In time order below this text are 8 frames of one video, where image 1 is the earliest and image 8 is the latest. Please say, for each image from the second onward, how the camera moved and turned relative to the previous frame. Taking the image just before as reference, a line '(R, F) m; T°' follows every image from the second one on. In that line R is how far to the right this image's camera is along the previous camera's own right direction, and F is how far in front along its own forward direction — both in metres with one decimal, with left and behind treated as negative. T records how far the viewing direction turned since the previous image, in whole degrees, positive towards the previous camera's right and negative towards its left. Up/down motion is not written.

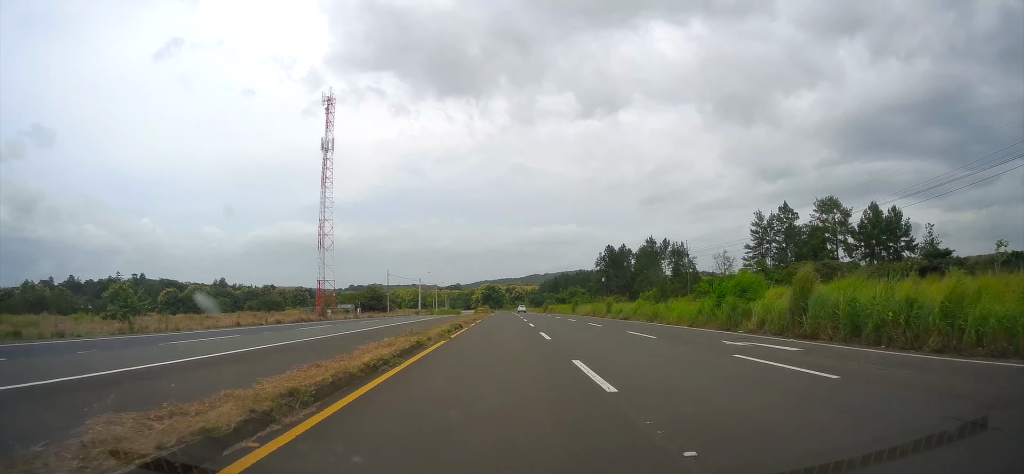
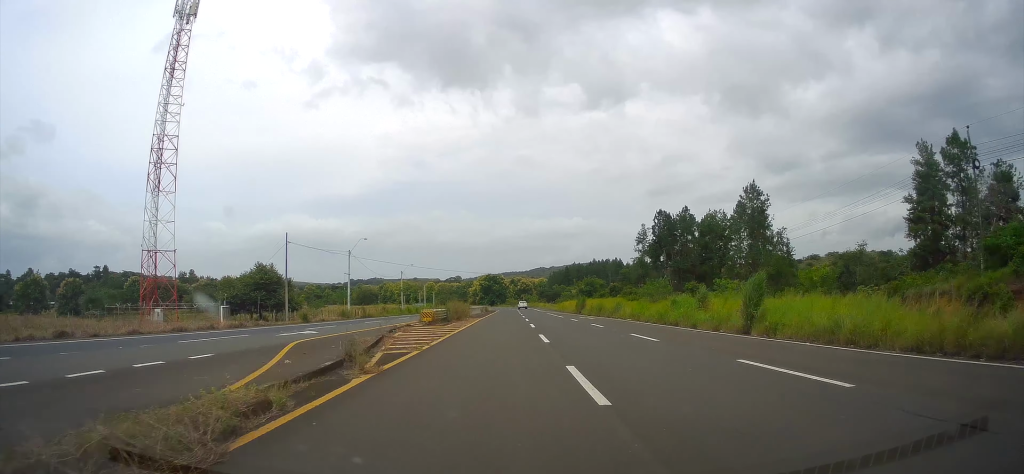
(+0.2, +60.7) m; 0°
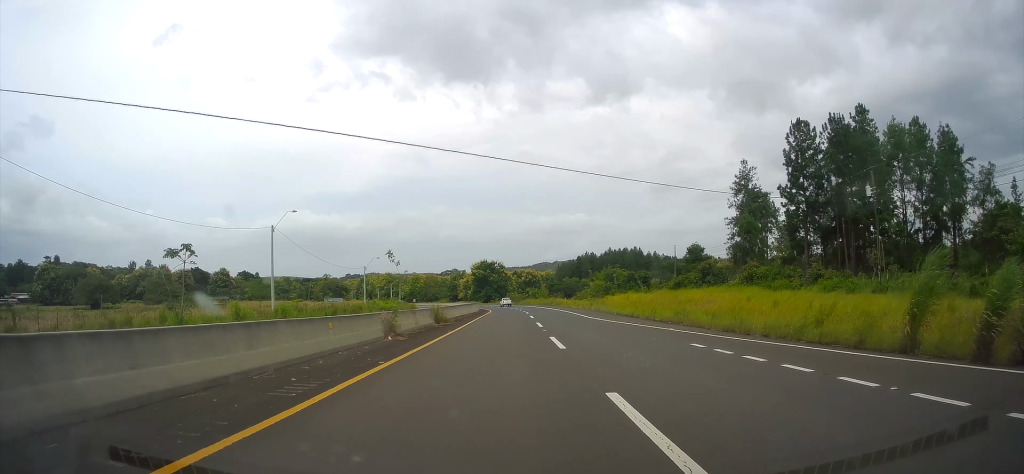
(+0.1, +64.2) m; 0°
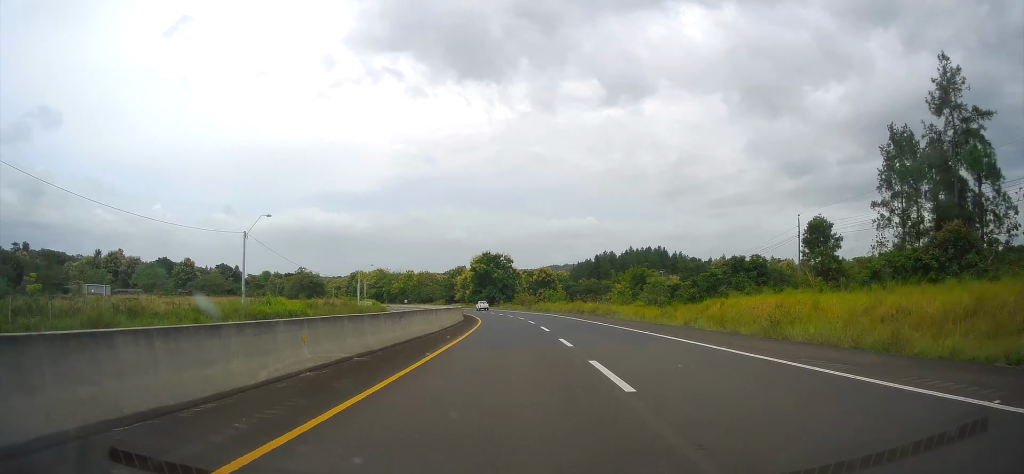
(-0.1, +44.1) m; -1°
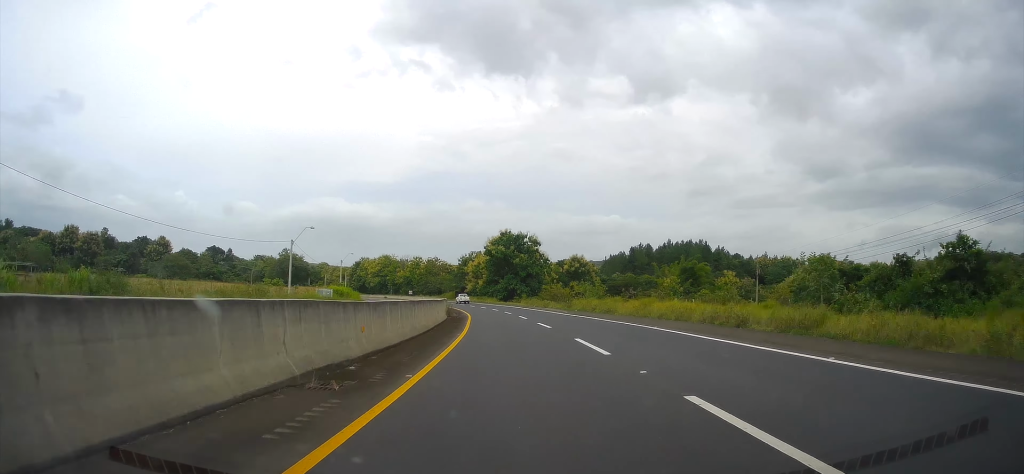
(+0.3, +37.8) m; -2°
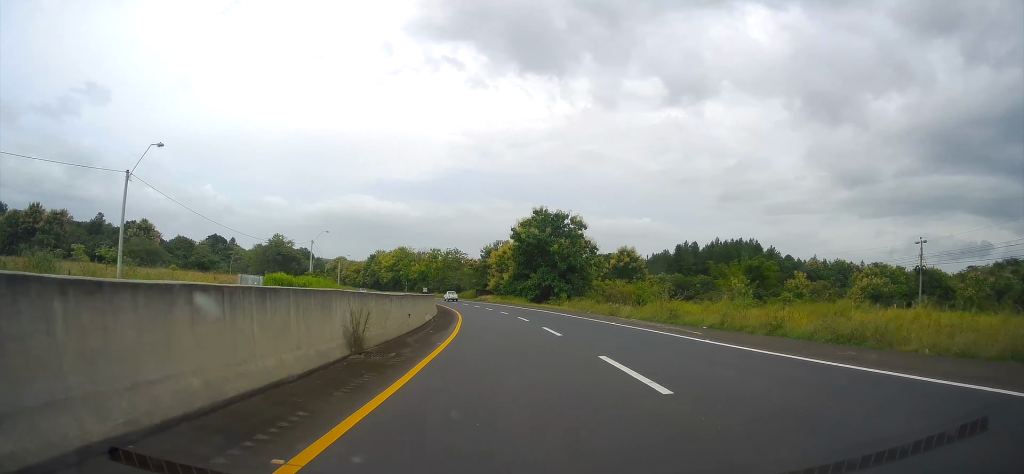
(-0.8, +32.1) m; -3°
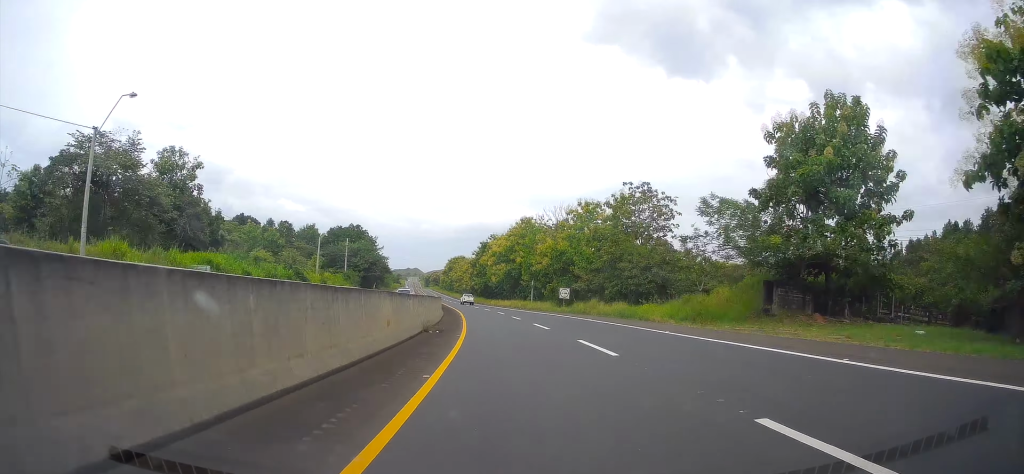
(-10.8, +107.6) m; -13°
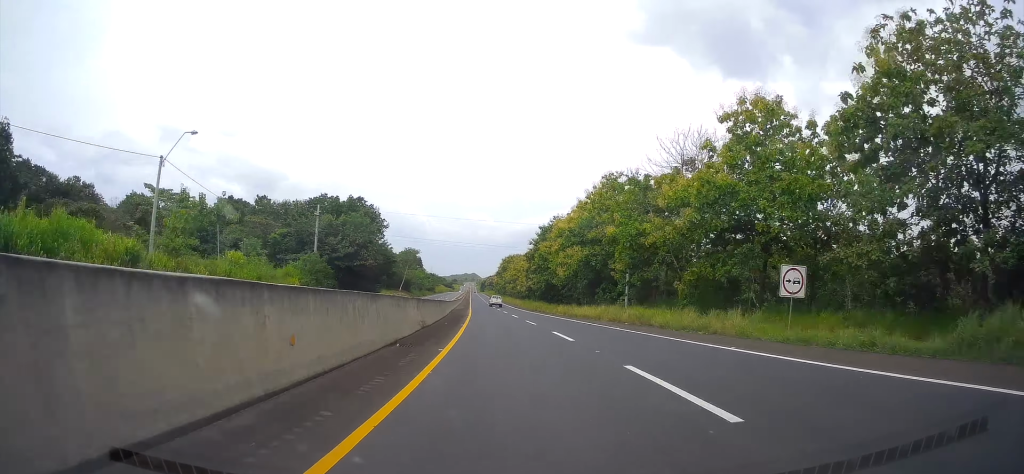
(-2.0, +45.4) m; -6°
